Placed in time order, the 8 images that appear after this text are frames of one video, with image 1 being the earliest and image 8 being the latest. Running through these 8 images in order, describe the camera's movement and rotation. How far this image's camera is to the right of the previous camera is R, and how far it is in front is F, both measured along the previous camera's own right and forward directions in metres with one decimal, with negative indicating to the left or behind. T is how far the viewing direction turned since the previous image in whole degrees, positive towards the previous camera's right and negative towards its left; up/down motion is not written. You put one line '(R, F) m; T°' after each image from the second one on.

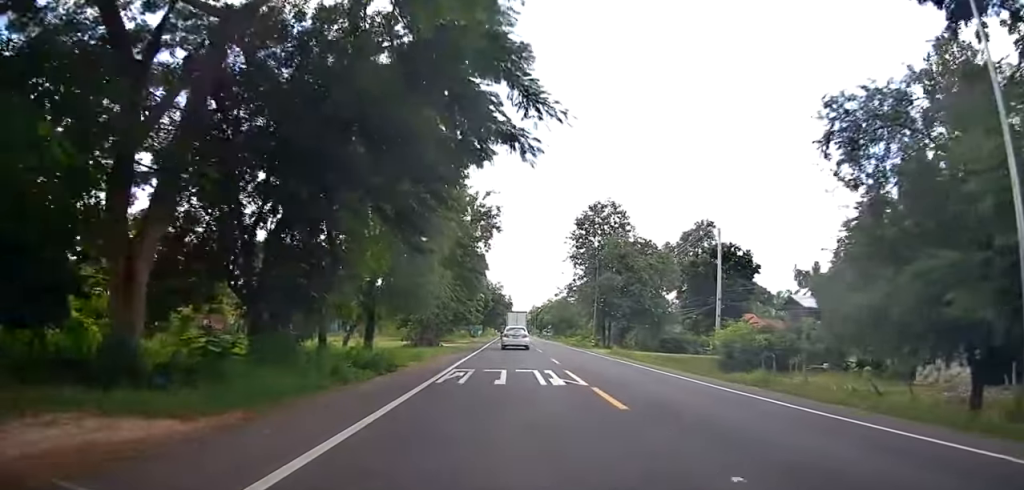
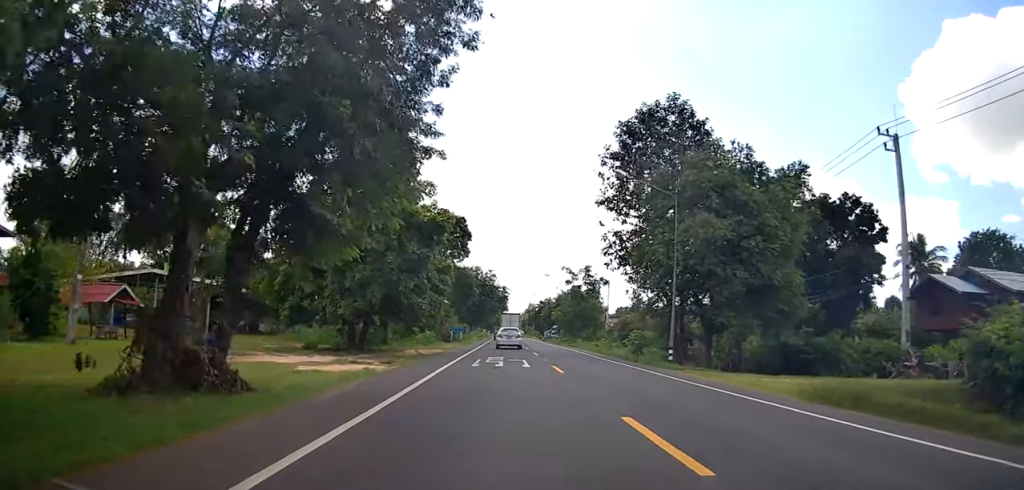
(-0.9, +28.0) m; 0°
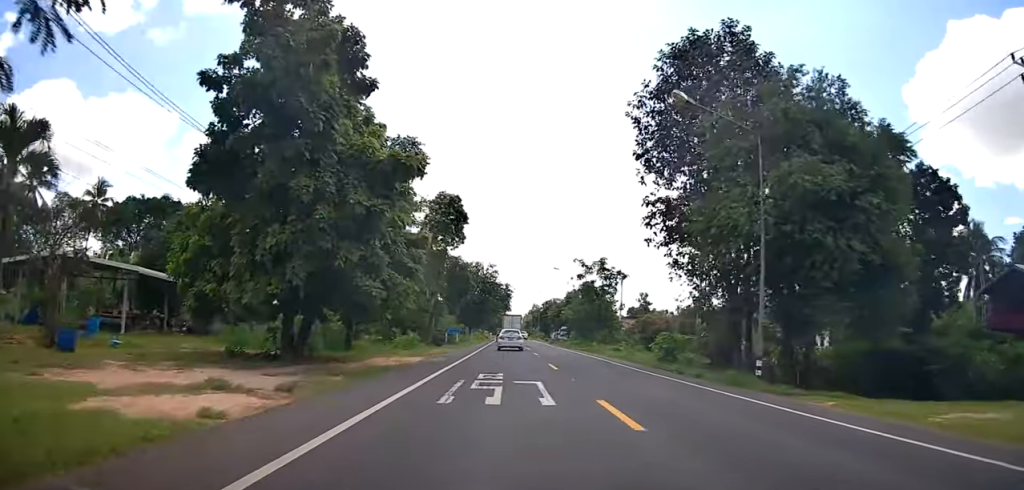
(+0.4, +9.7) m; +2°
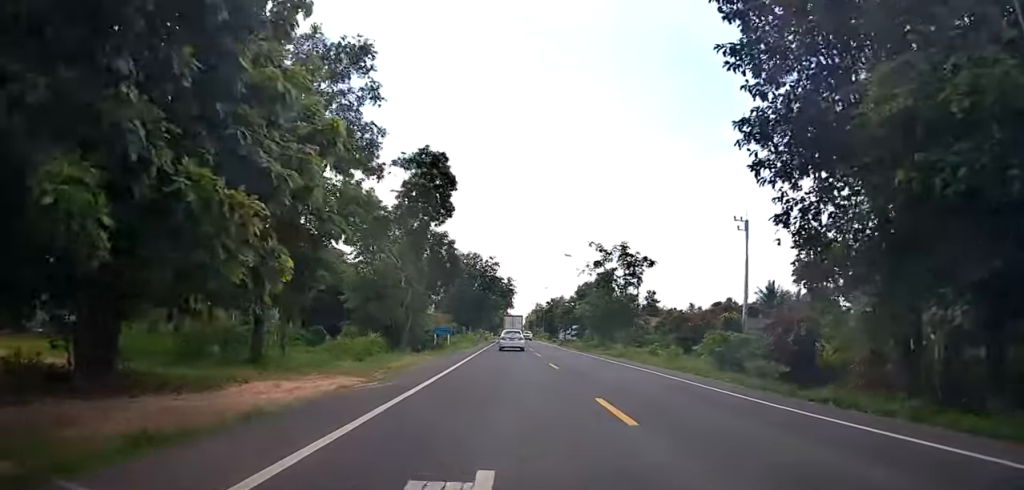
(-0.1, +11.5) m; 0°
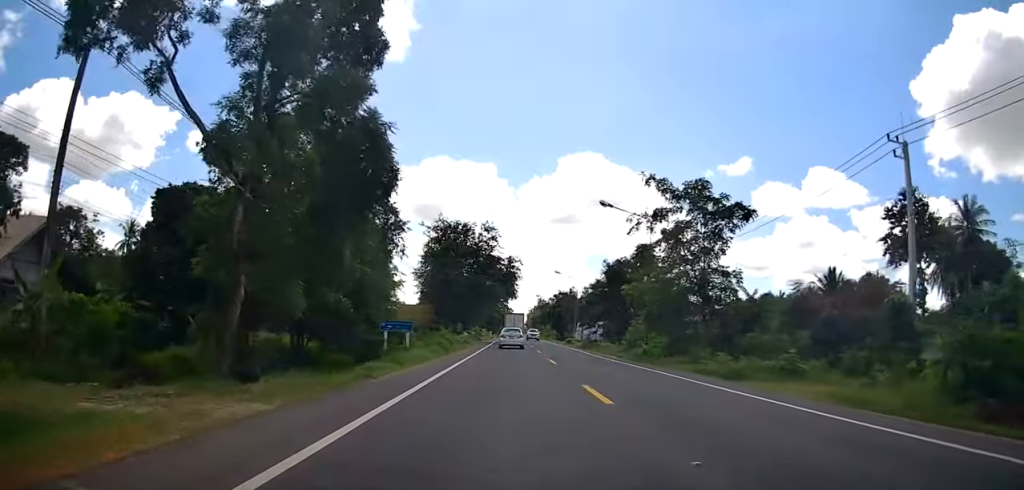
(0.0, +21.5) m; -1°
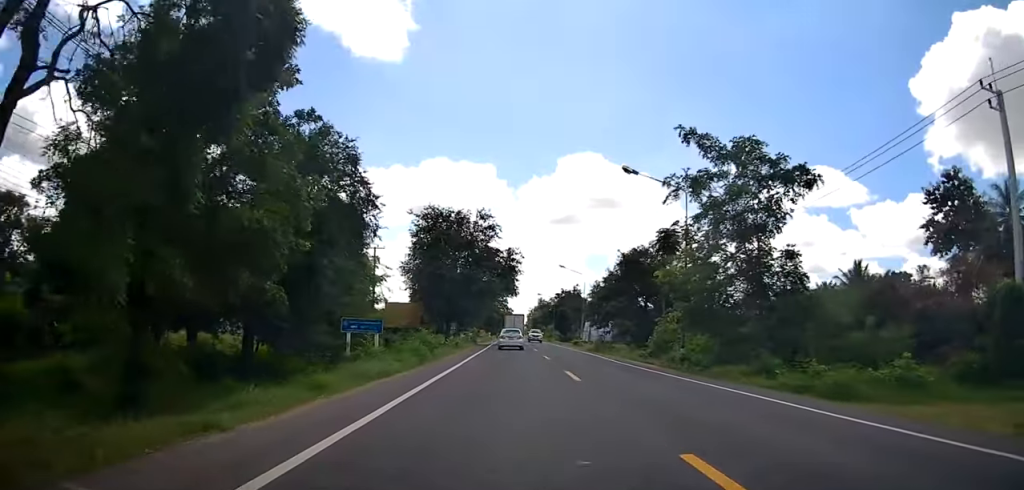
(+0.1, +7.3) m; -2°
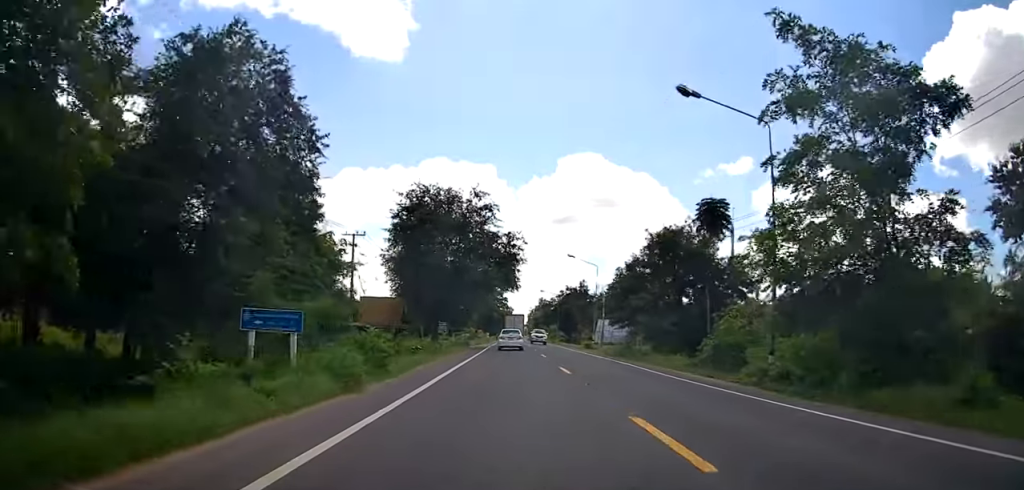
(-0.2, +9.4) m; -1°
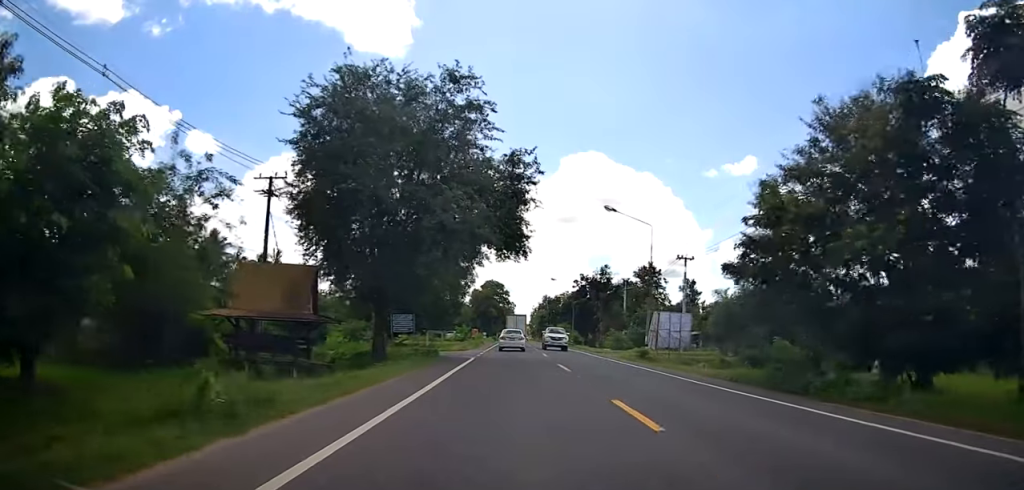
(+0.1, +21.7) m; +2°
